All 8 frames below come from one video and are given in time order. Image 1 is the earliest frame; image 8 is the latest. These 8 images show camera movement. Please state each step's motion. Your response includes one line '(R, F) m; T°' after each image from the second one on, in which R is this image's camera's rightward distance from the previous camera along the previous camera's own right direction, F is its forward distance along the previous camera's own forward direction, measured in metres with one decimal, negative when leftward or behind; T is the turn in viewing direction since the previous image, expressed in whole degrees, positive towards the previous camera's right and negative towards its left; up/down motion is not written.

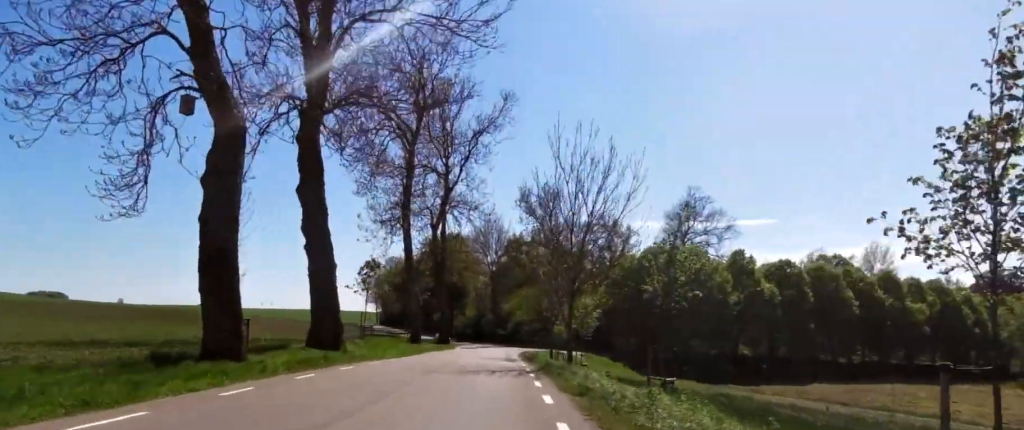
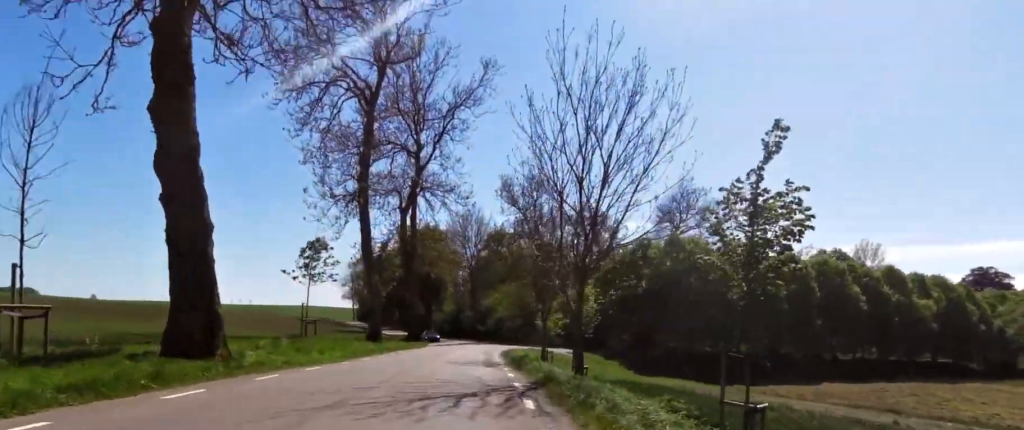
(0.0, +6.7) m; -2°
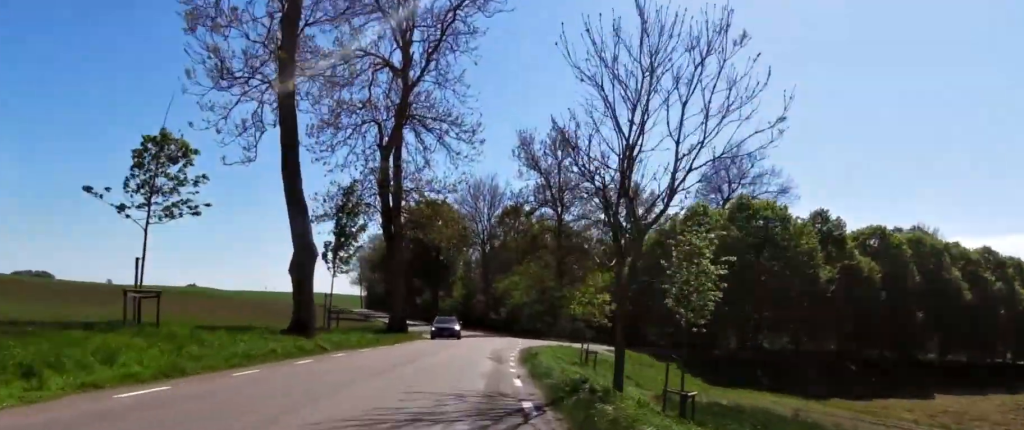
(-0.8, +12.8) m; +2°
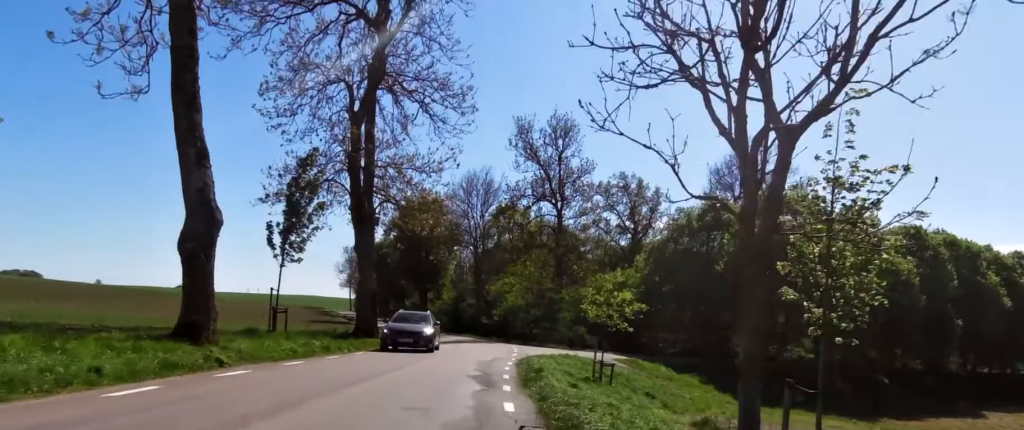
(+0.6, +5.6) m; +3°
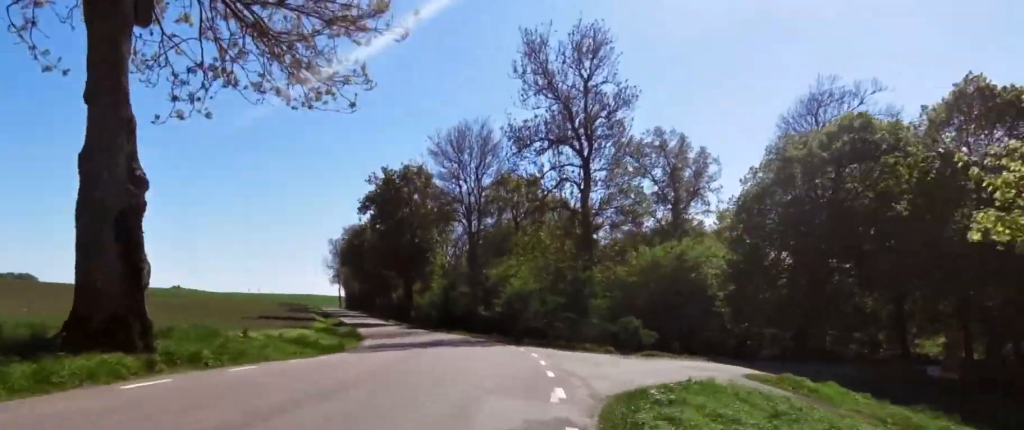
(-0.5, +17.8) m; -7°
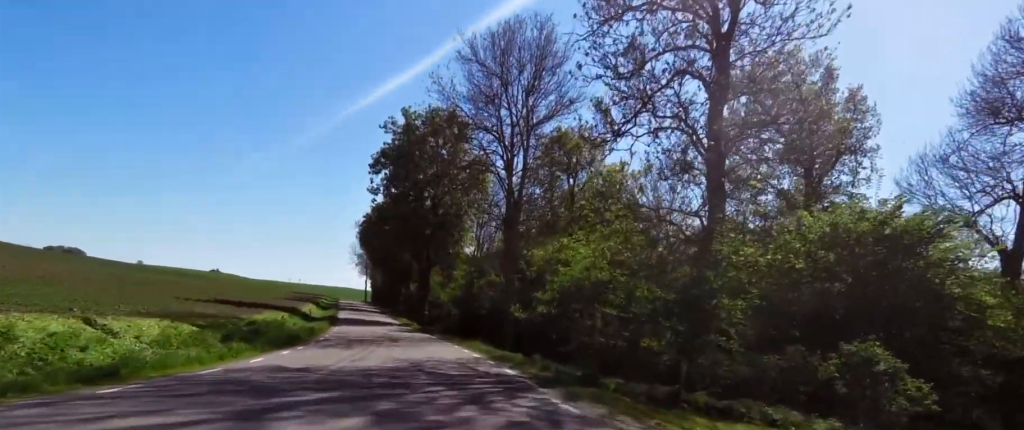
(+0.6, +17.9) m; +8°
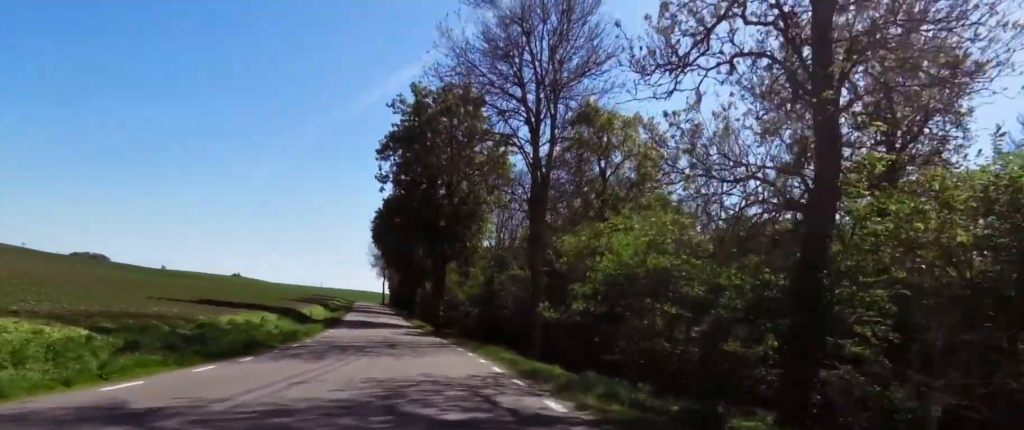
(+0.6, +6.0) m; -3°
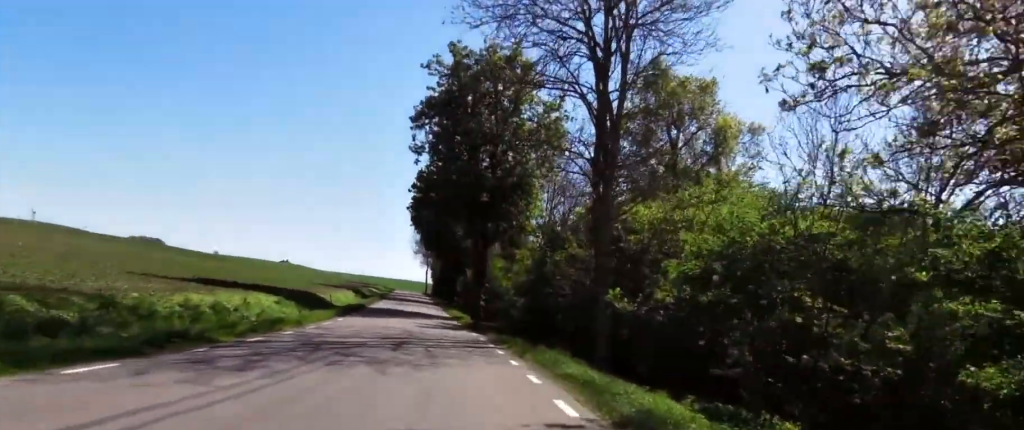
(-0.6, +6.7) m; -8°
